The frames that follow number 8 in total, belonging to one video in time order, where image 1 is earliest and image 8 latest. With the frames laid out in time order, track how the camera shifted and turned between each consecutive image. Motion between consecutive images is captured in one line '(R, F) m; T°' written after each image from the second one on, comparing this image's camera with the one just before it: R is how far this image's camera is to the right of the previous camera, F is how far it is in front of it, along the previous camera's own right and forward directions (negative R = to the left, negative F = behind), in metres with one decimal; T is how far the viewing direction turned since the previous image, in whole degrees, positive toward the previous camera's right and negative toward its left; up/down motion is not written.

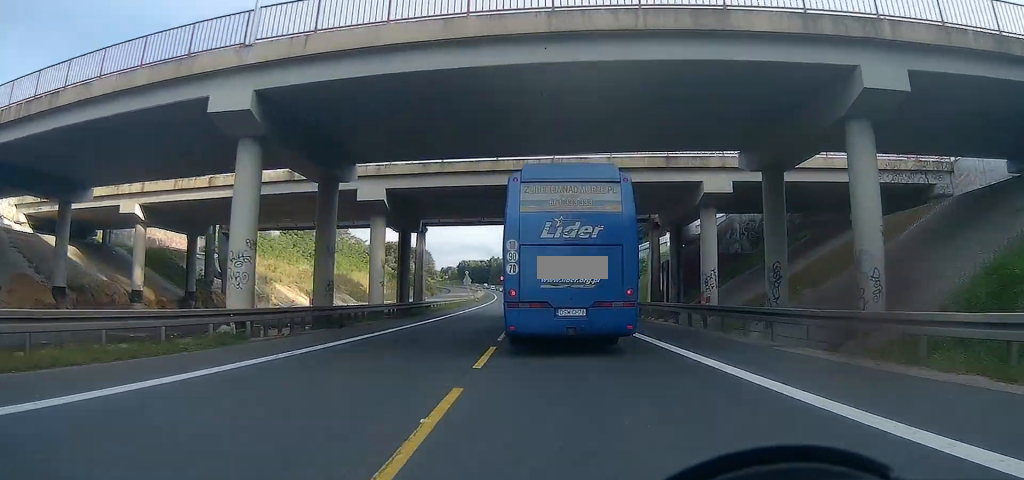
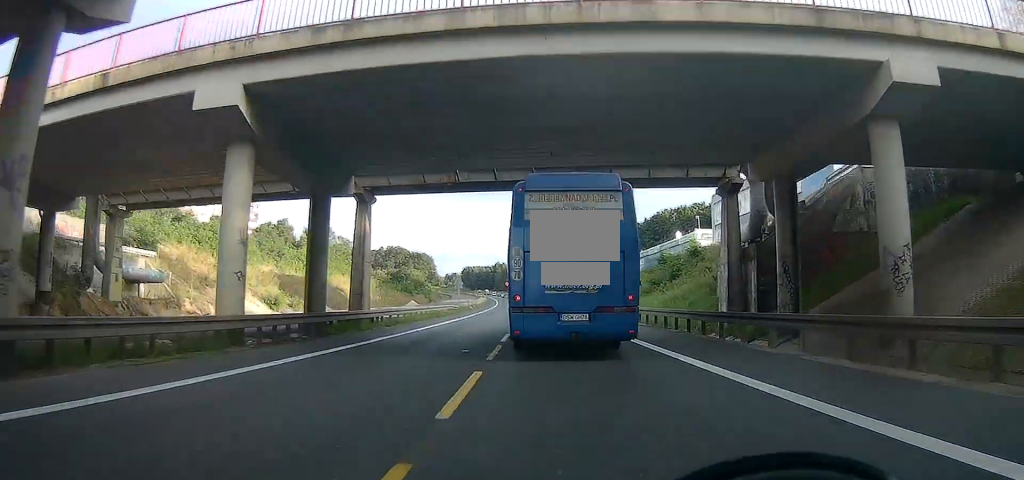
(-0.1, +15.3) m; 0°
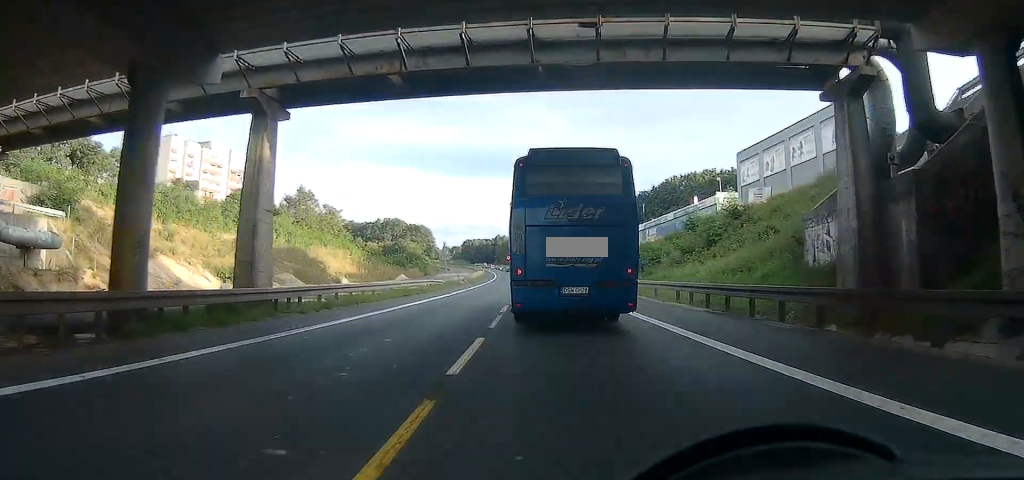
(0.0, +10.4) m; 0°
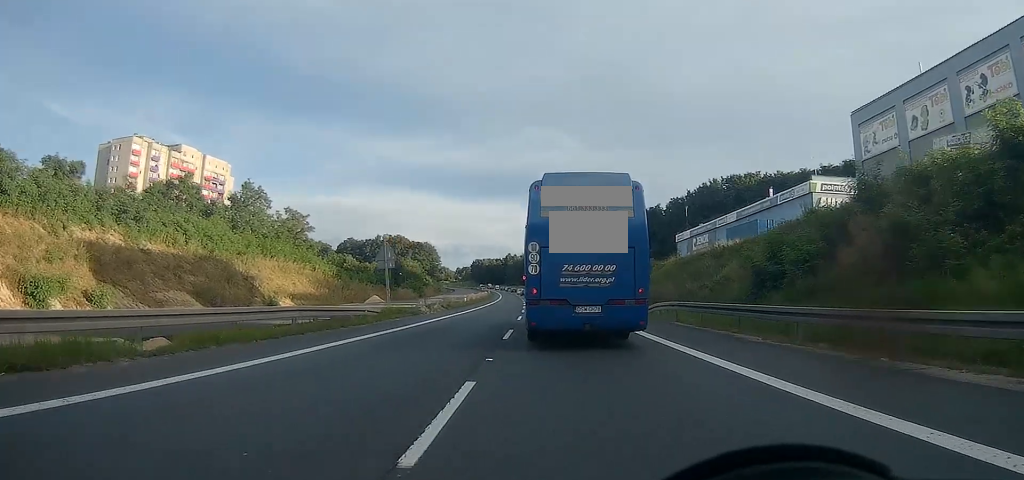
(-0.2, +26.1) m; -1°
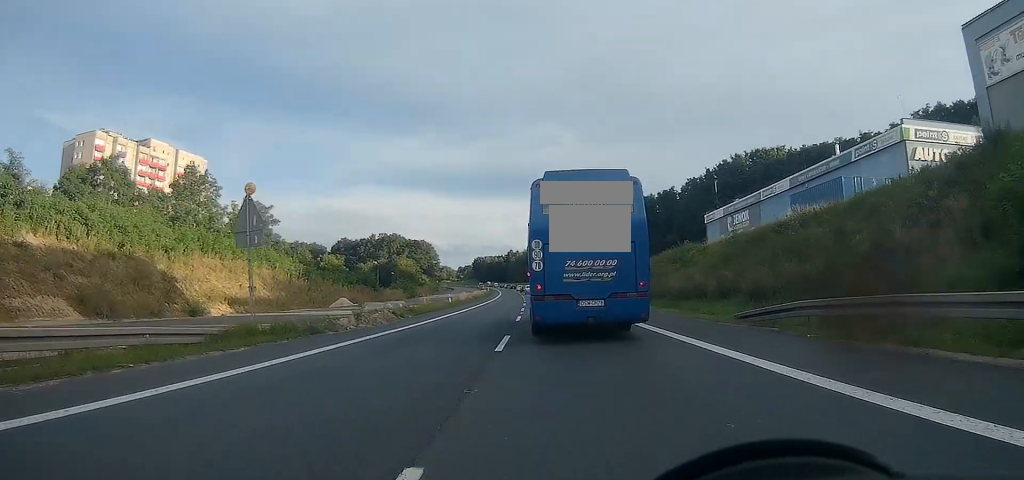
(0.0, +16.0) m; 0°
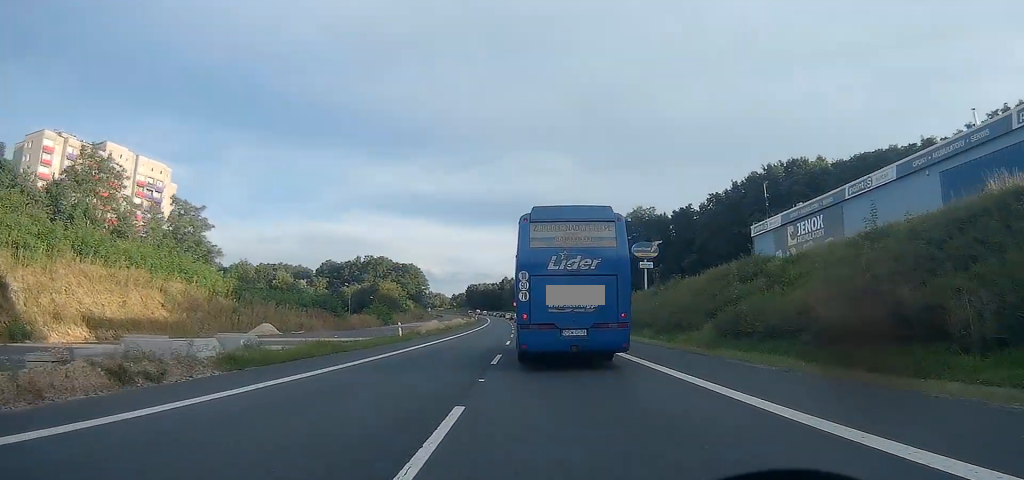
(-0.1, +19.5) m; 0°
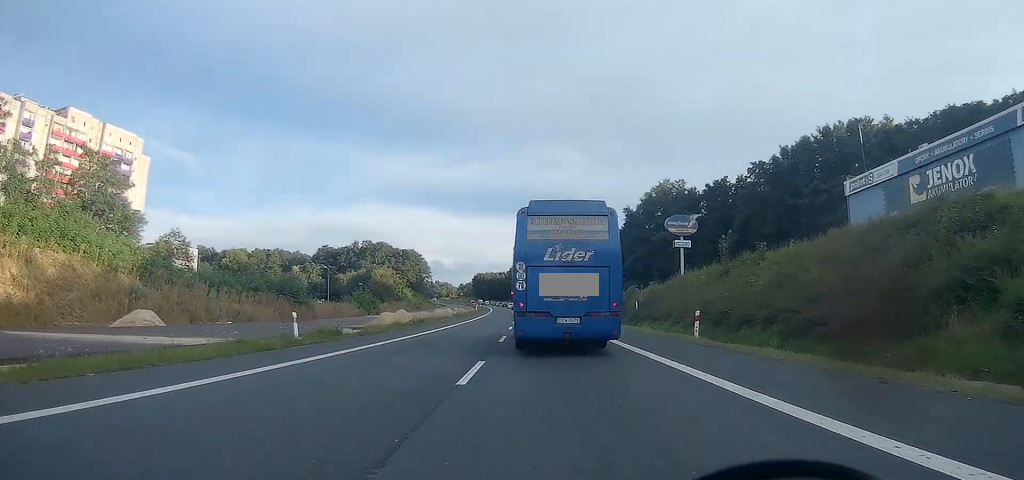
(0.0, +18.7) m; 0°
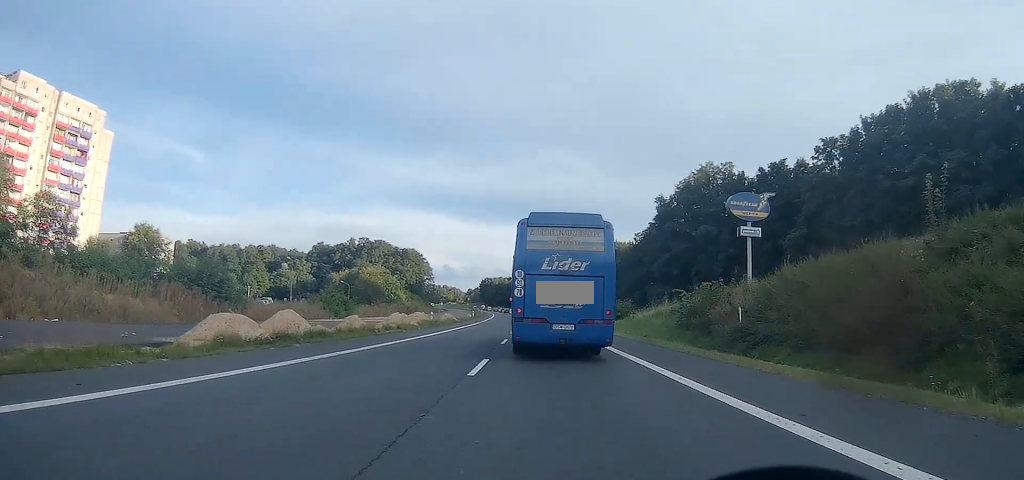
(-0.2, +21.5) m; -1°
